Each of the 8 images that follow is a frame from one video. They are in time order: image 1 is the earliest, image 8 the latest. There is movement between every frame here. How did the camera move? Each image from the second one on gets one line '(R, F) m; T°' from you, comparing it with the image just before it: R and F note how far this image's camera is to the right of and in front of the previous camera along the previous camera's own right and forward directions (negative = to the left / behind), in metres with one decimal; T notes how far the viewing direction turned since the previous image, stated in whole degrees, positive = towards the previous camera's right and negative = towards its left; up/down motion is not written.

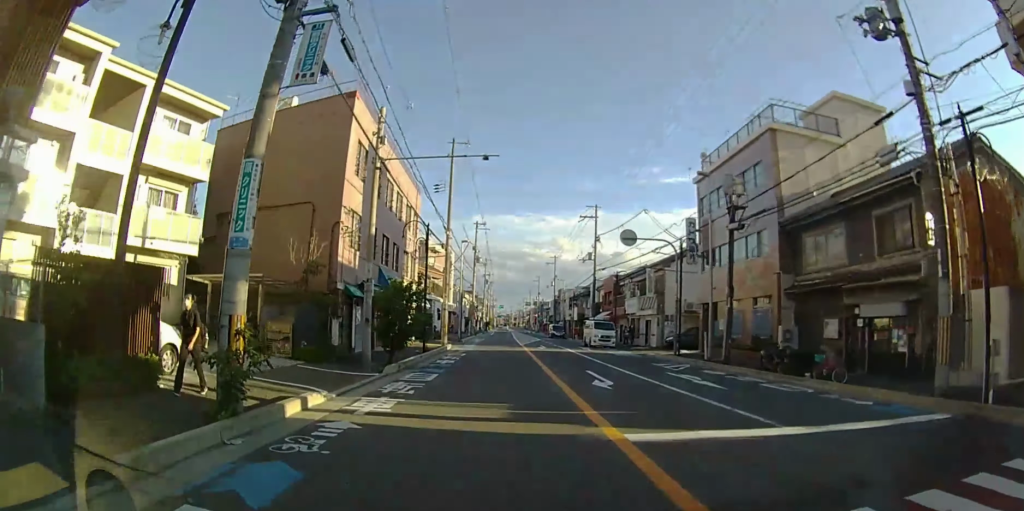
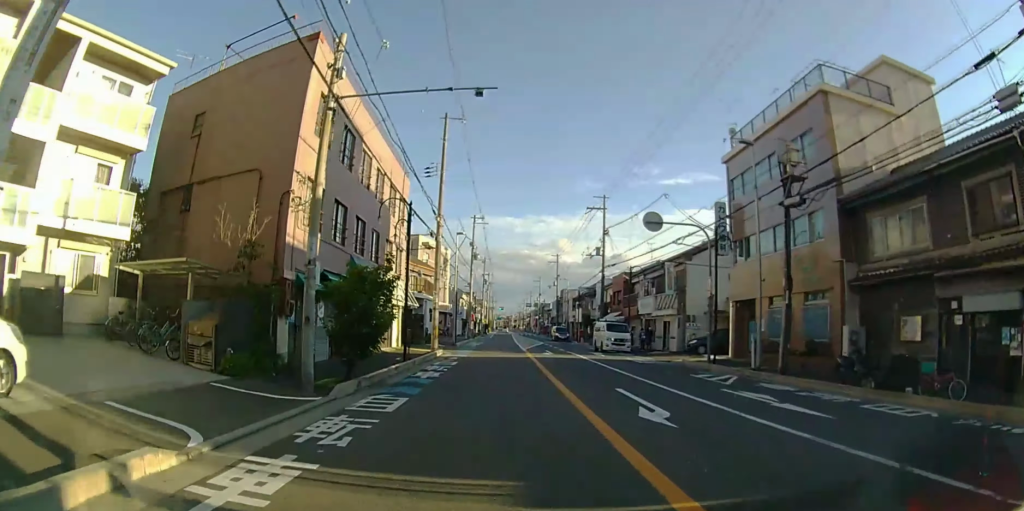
(0.0, +4.7) m; 0°
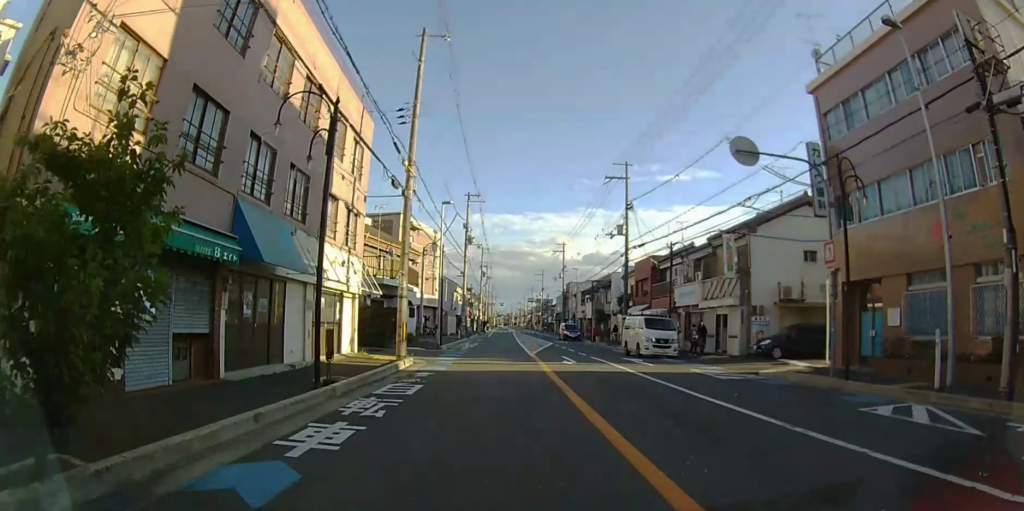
(0.0, +9.8) m; 0°
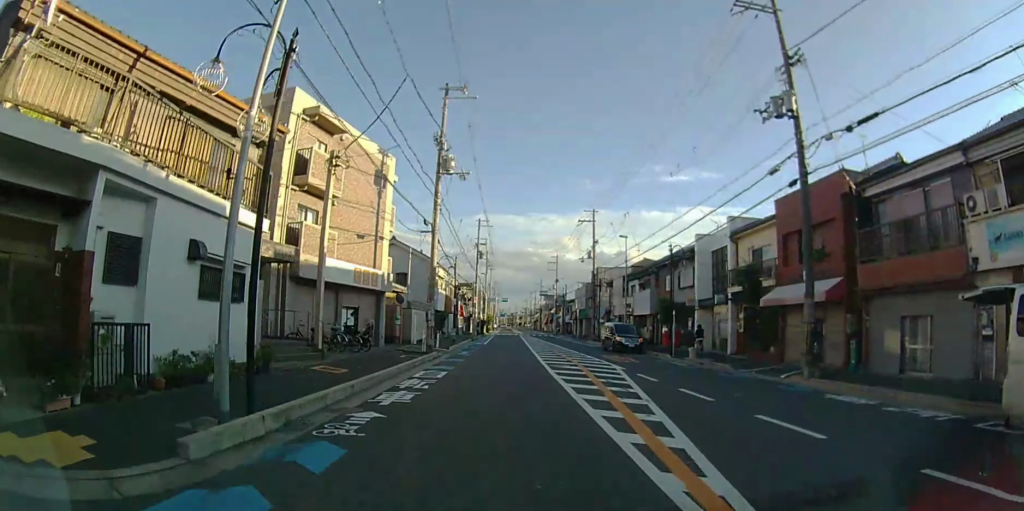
(0.0, +24.2) m; 0°
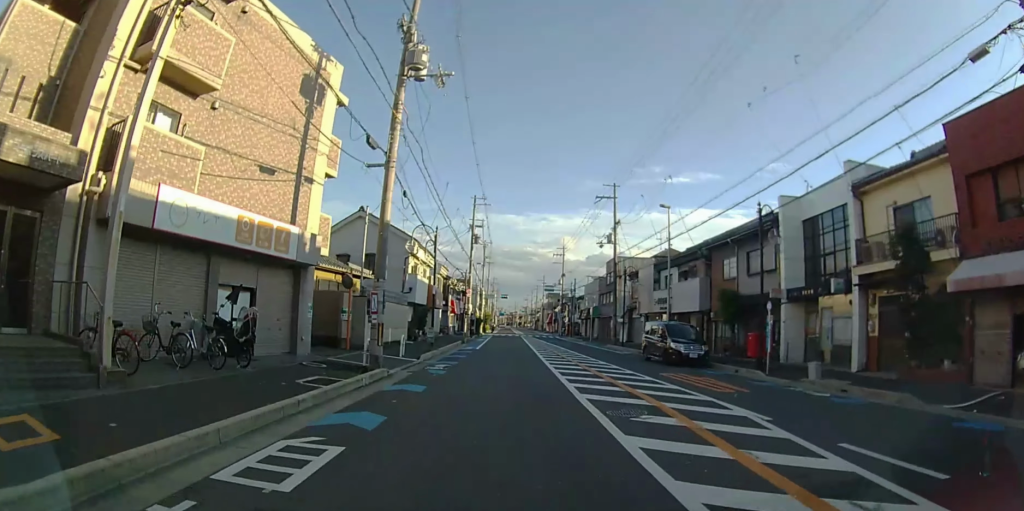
(0.0, +11.2) m; 0°
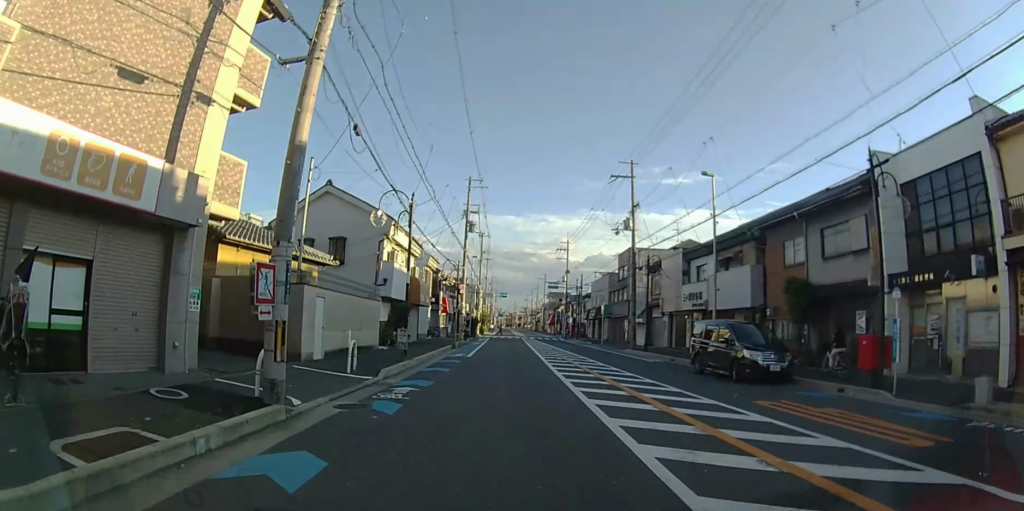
(0.0, +6.8) m; 0°
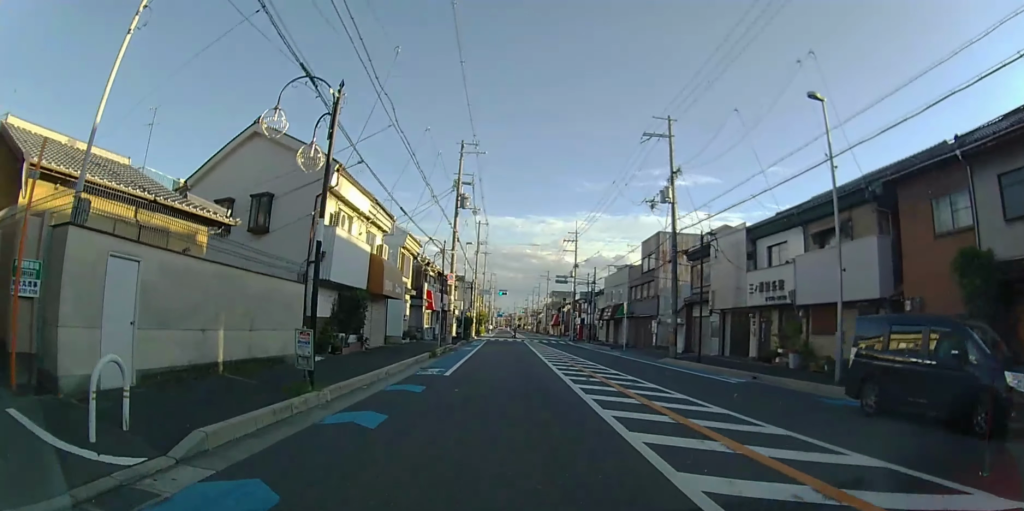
(0.0, +10.5) m; 0°
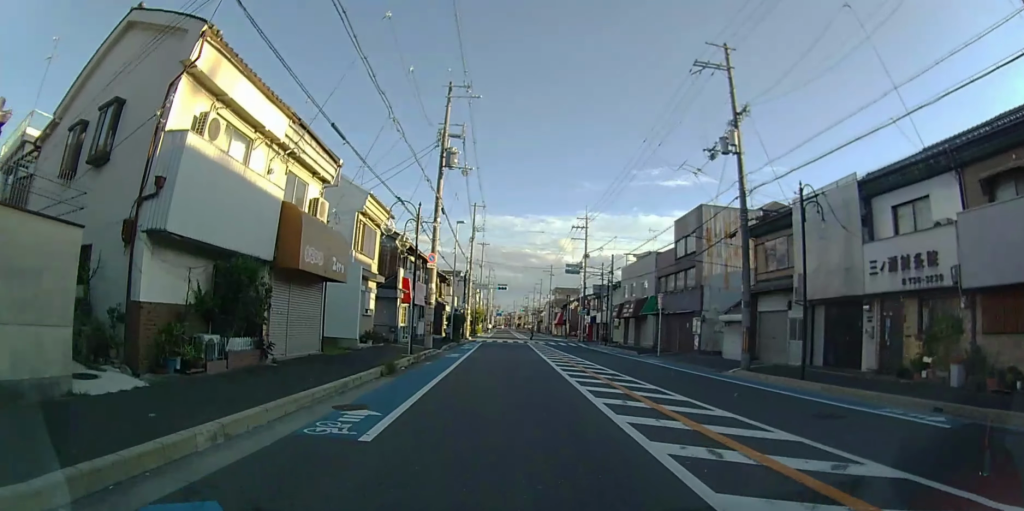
(0.0, +9.5) m; 0°
